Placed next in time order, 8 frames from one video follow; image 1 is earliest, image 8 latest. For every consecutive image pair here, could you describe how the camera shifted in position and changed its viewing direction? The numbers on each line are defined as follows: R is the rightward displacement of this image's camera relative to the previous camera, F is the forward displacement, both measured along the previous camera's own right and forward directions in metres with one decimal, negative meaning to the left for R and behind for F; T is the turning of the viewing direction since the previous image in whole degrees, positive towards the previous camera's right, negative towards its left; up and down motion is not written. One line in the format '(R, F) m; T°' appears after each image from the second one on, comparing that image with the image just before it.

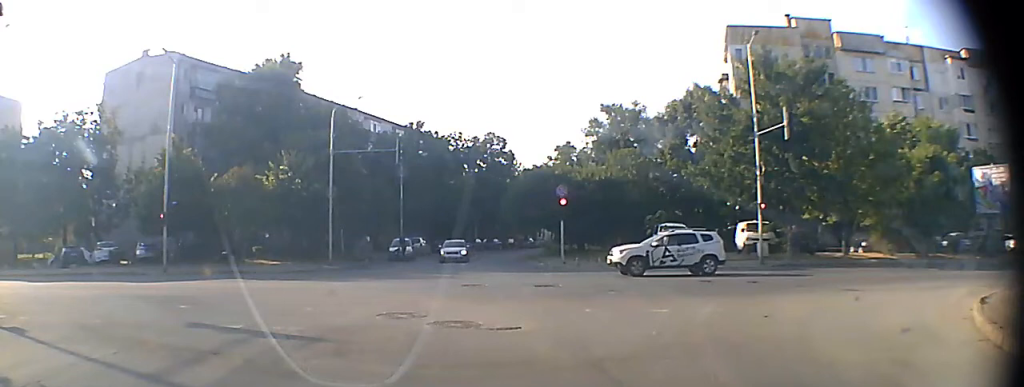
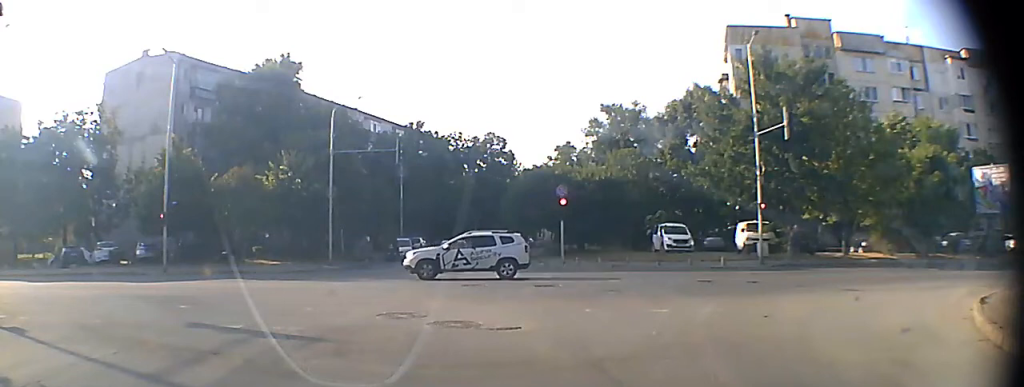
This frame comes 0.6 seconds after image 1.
(0.0, 0.0) m; 0°
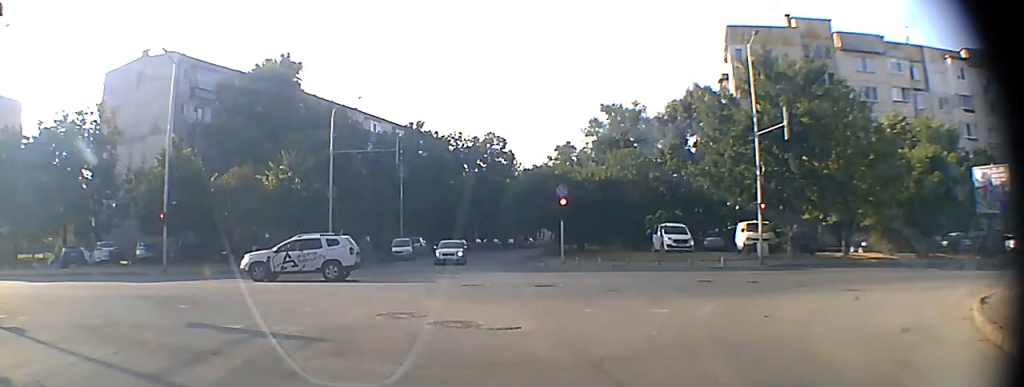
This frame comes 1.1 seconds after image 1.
(0.0, 0.0) m; 0°
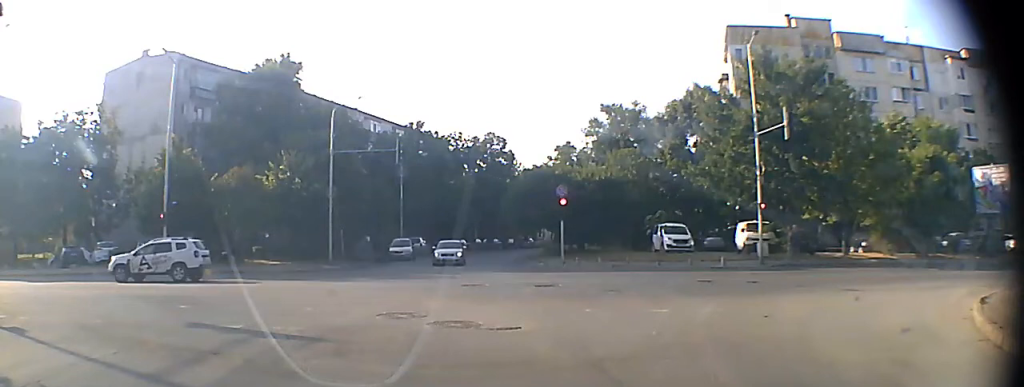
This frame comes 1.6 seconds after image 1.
(0.0, 0.0) m; 0°
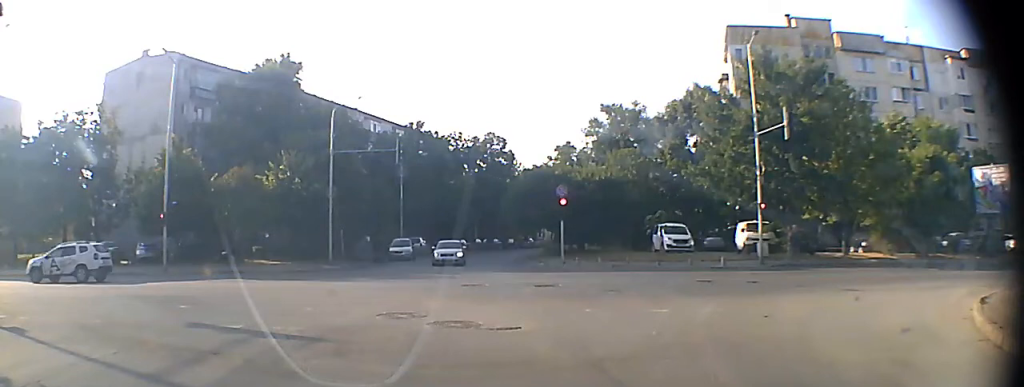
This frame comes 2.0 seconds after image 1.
(0.0, 0.0) m; 0°
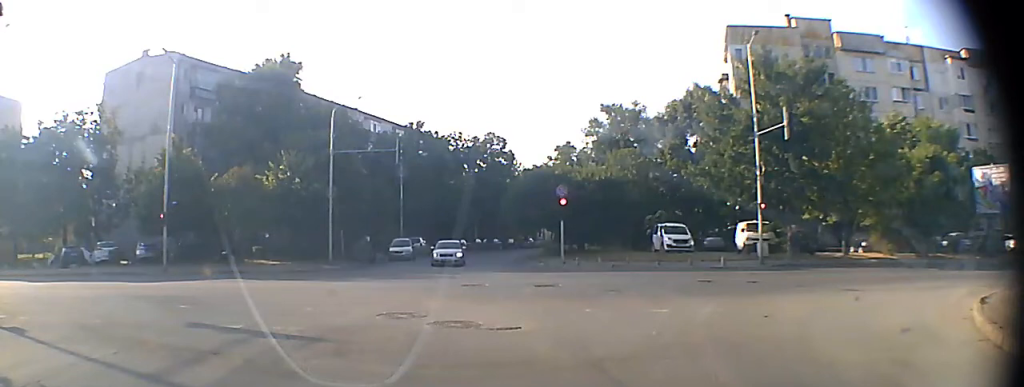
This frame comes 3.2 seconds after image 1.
(0.0, 0.0) m; 0°
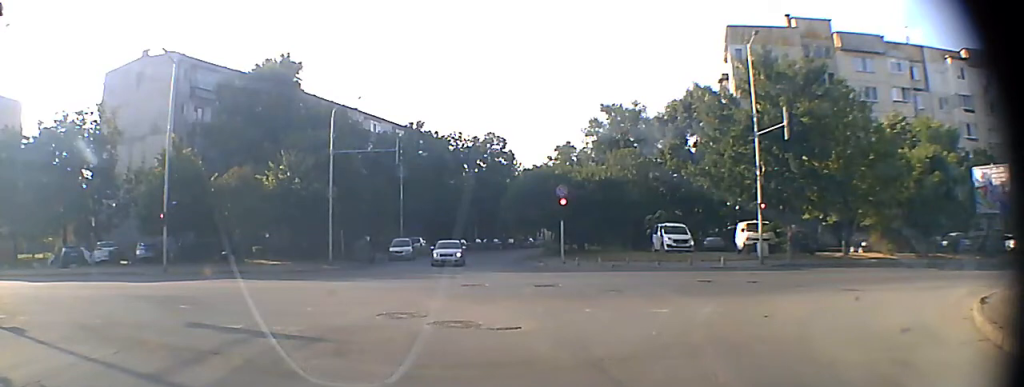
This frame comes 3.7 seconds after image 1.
(0.0, 0.0) m; 0°
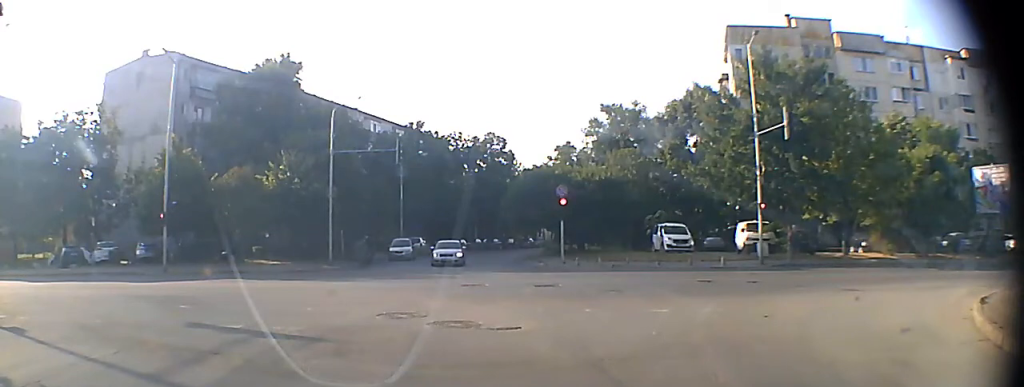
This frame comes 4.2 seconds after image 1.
(0.0, 0.0) m; 0°
